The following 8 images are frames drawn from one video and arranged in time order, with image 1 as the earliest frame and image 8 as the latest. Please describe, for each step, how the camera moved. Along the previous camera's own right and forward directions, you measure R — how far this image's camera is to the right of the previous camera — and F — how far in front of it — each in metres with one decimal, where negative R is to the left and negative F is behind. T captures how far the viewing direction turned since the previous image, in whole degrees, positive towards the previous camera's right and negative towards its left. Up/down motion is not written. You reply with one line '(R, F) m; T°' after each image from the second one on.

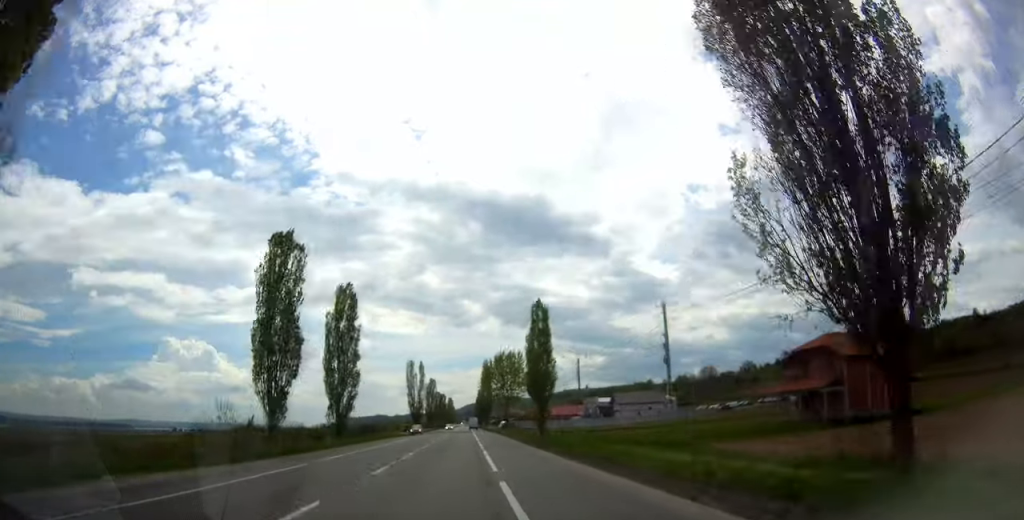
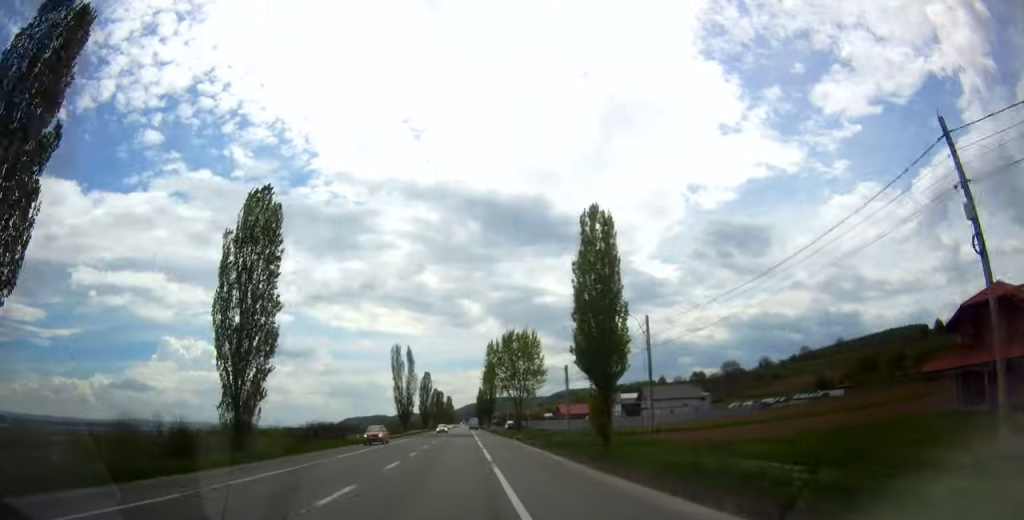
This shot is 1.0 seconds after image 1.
(0.0, +24.6) m; 0°
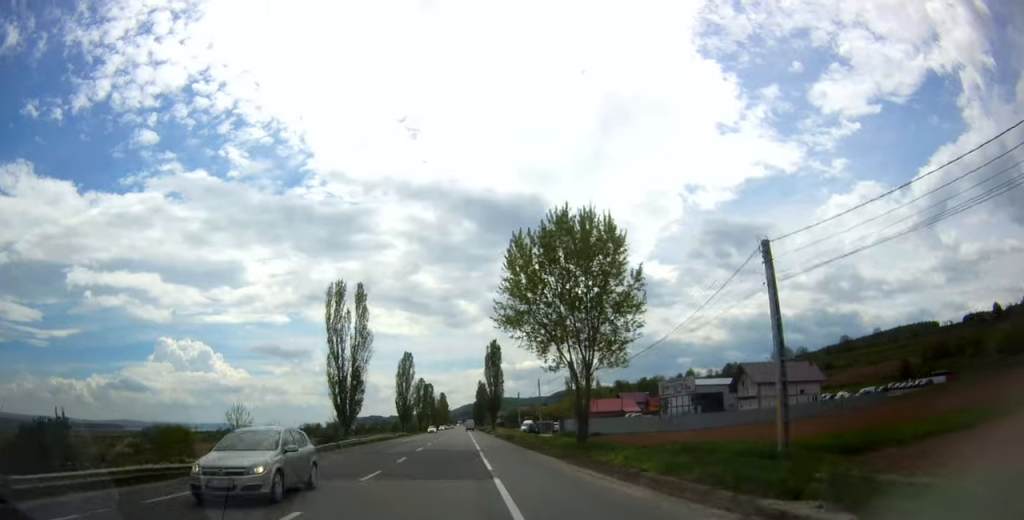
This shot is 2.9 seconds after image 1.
(-0.4, +48.9) m; 0°
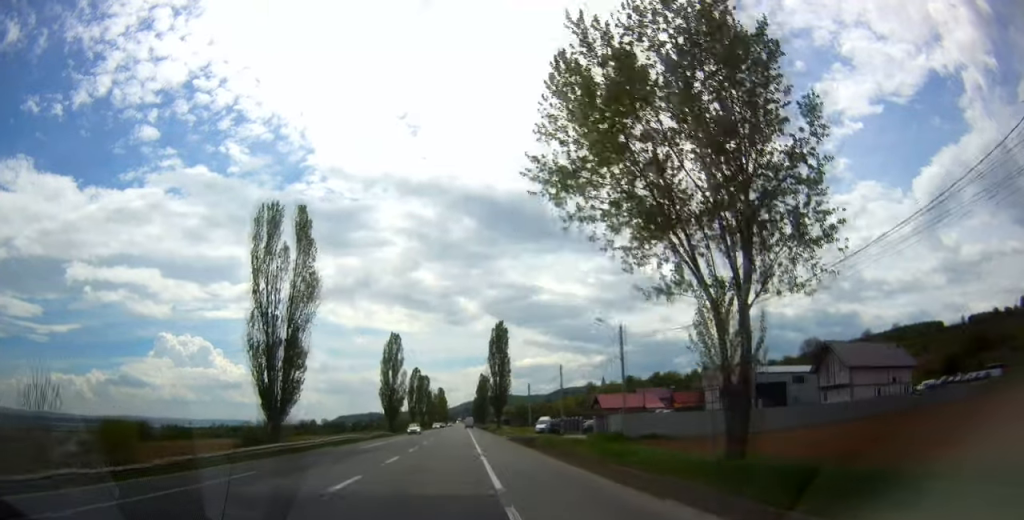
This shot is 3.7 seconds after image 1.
(+0.1, +21.3) m; 0°
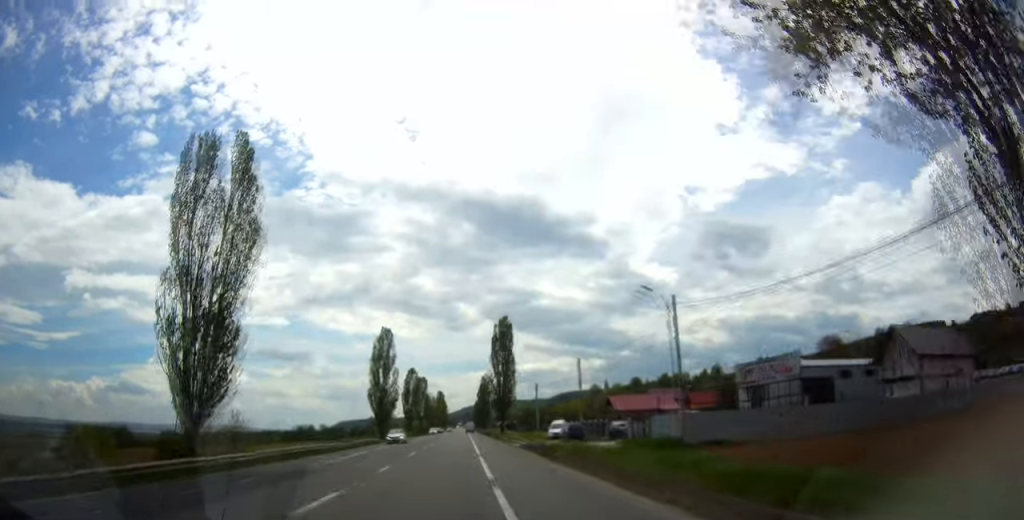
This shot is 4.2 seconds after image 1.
(0.0, +11.2) m; 0°
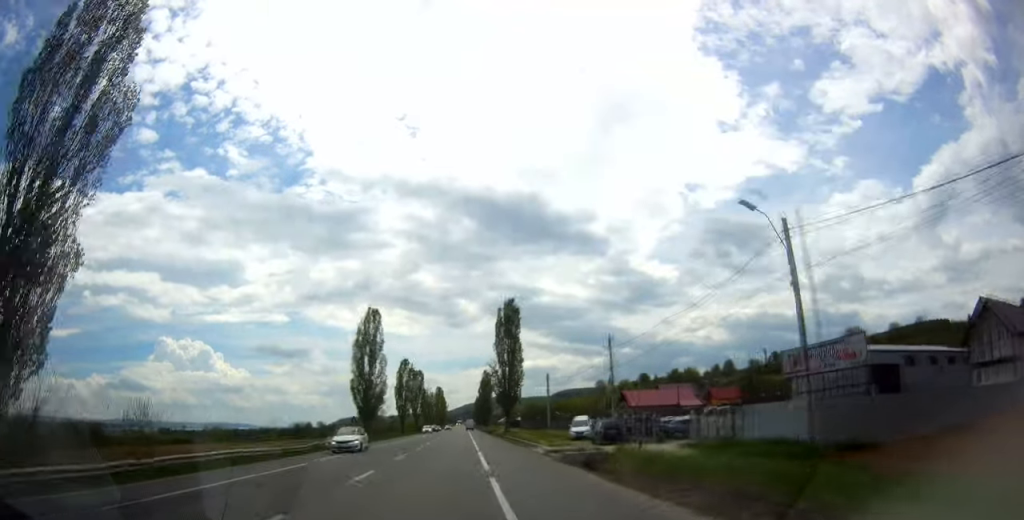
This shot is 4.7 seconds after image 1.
(0.0, +13.2) m; 0°
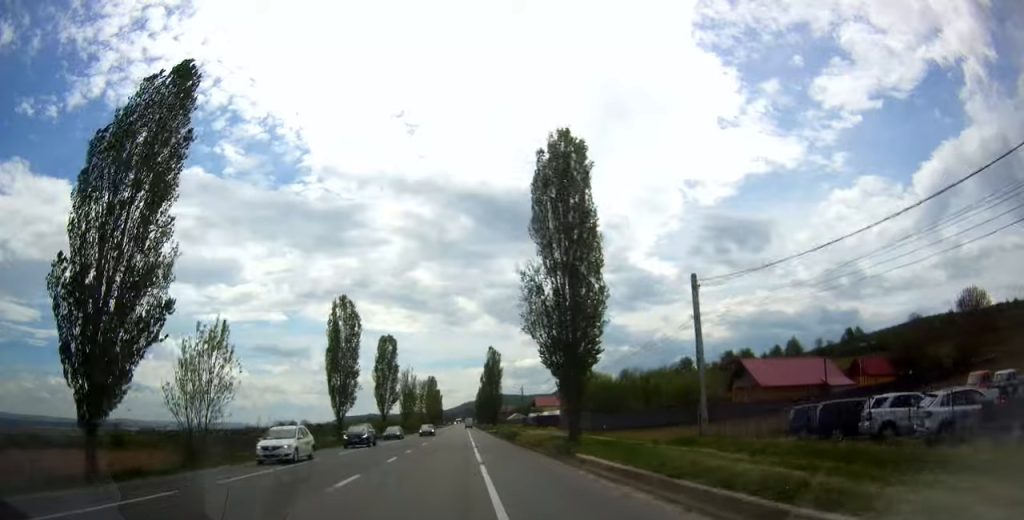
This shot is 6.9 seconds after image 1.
(-0.2, +55.5) m; -1°
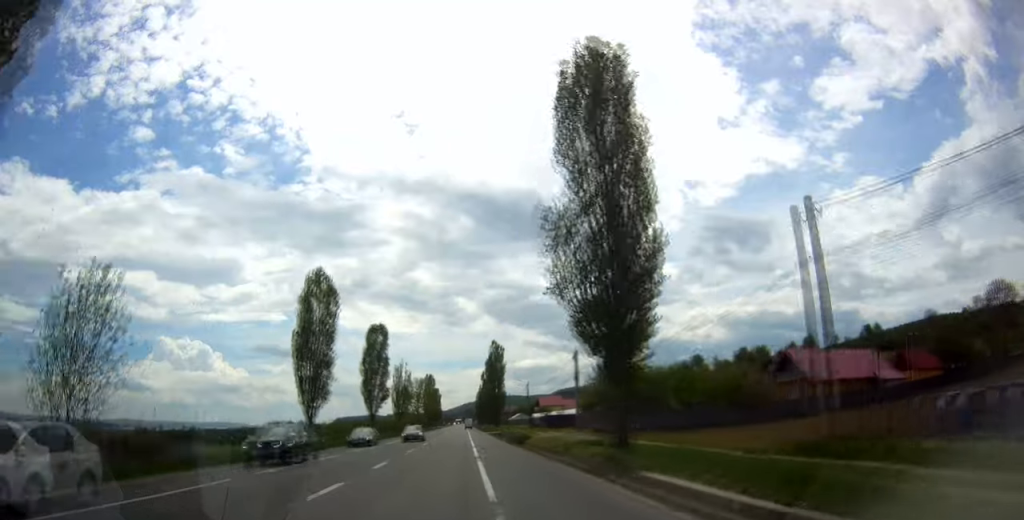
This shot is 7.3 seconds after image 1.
(0.0, +11.0) m; 0°
